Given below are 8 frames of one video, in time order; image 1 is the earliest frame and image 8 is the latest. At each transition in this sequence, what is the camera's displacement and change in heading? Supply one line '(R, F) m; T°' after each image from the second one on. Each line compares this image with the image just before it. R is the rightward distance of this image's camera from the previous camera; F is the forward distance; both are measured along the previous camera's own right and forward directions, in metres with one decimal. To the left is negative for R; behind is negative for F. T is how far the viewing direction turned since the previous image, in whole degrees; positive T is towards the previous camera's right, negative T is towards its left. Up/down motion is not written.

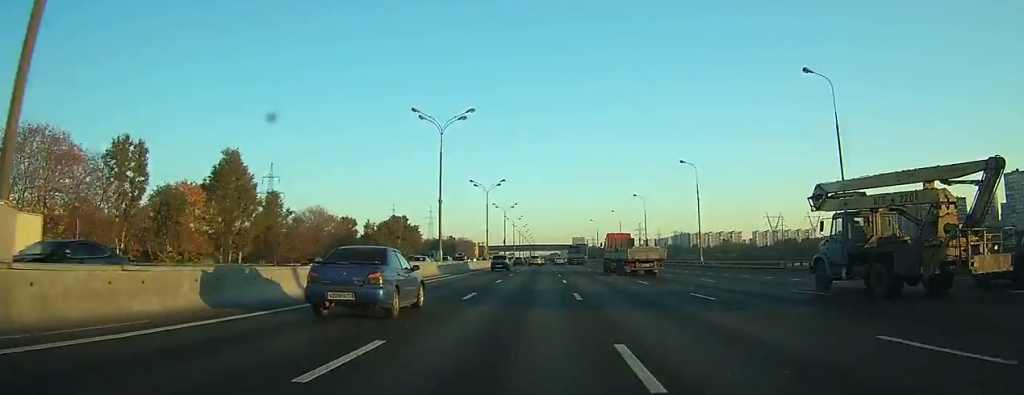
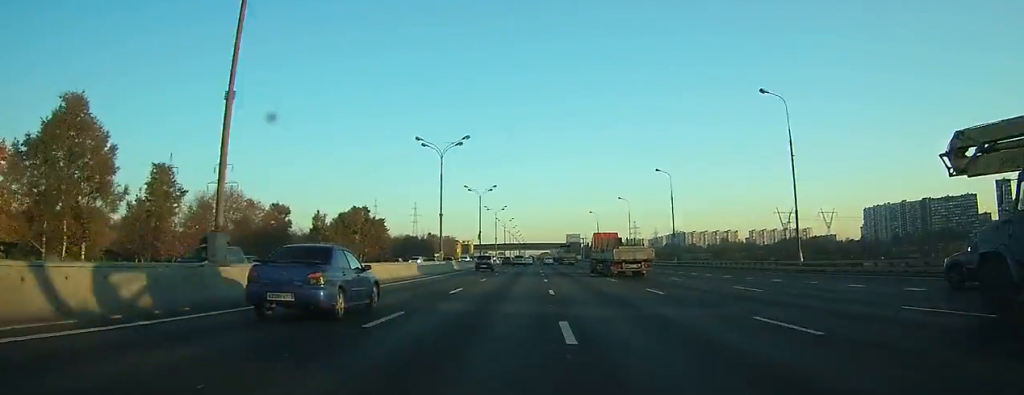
(0.0, +29.8) m; 0°
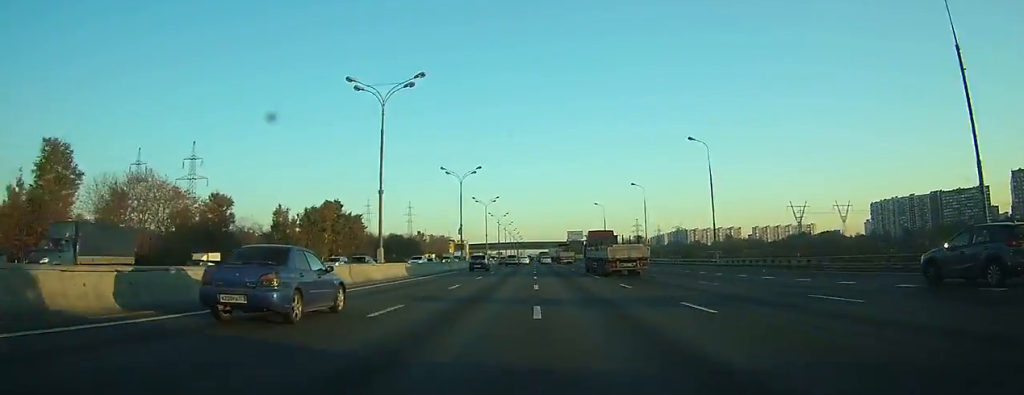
(+0.1, +20.1) m; 0°
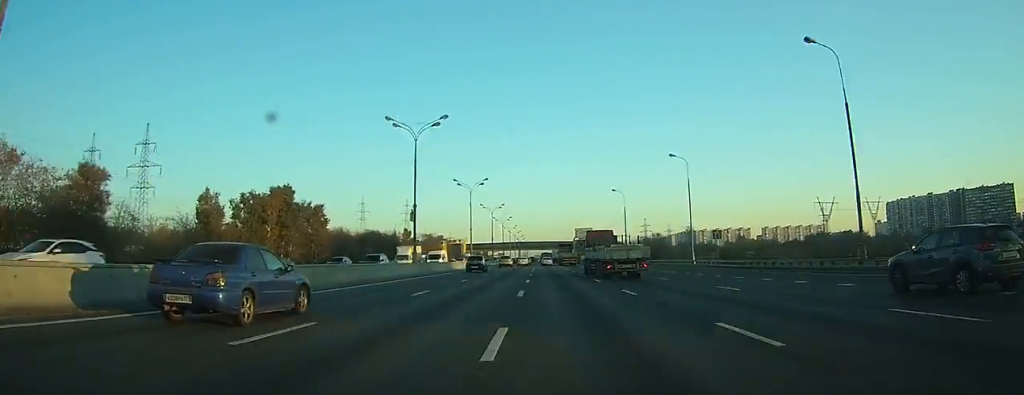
(+0.1, +28.4) m; 0°
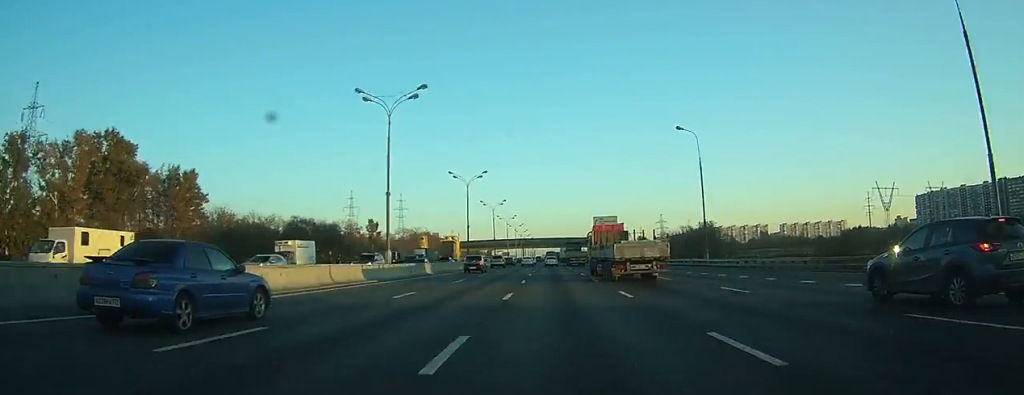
(-0.2, +47.2) m; 0°
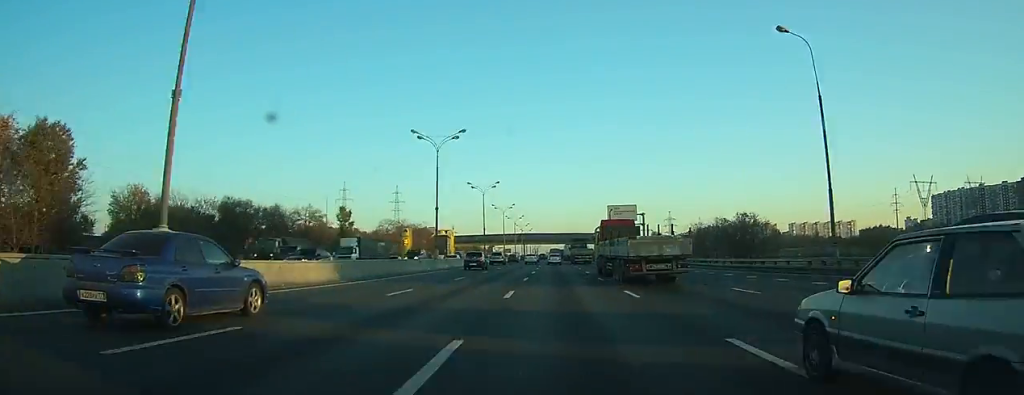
(-0.1, +23.3) m; 0°
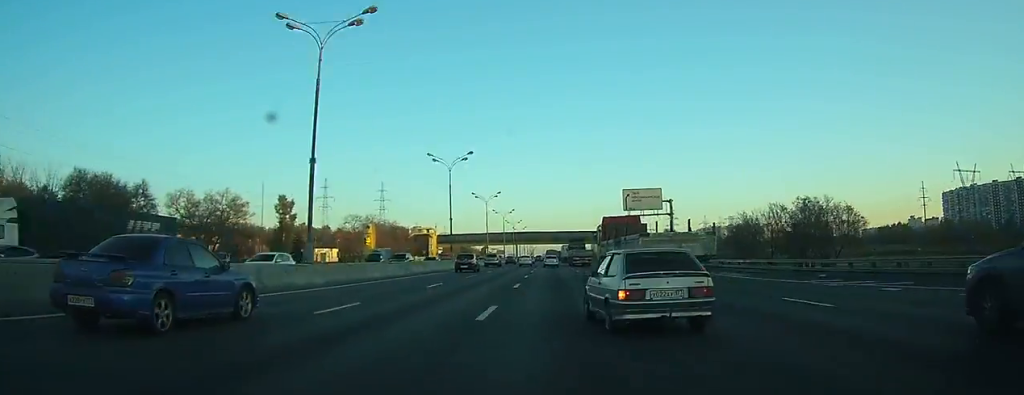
(-0.1, +28.0) m; 0°
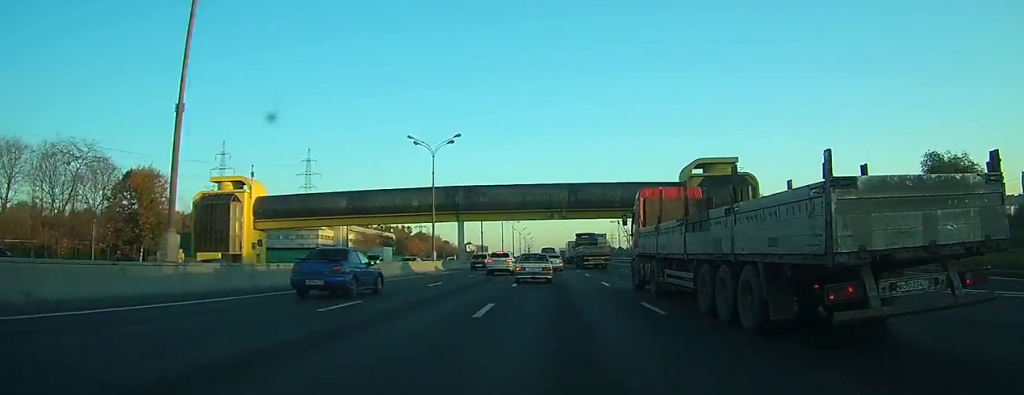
(-0.2, +134.7) m; 0°
